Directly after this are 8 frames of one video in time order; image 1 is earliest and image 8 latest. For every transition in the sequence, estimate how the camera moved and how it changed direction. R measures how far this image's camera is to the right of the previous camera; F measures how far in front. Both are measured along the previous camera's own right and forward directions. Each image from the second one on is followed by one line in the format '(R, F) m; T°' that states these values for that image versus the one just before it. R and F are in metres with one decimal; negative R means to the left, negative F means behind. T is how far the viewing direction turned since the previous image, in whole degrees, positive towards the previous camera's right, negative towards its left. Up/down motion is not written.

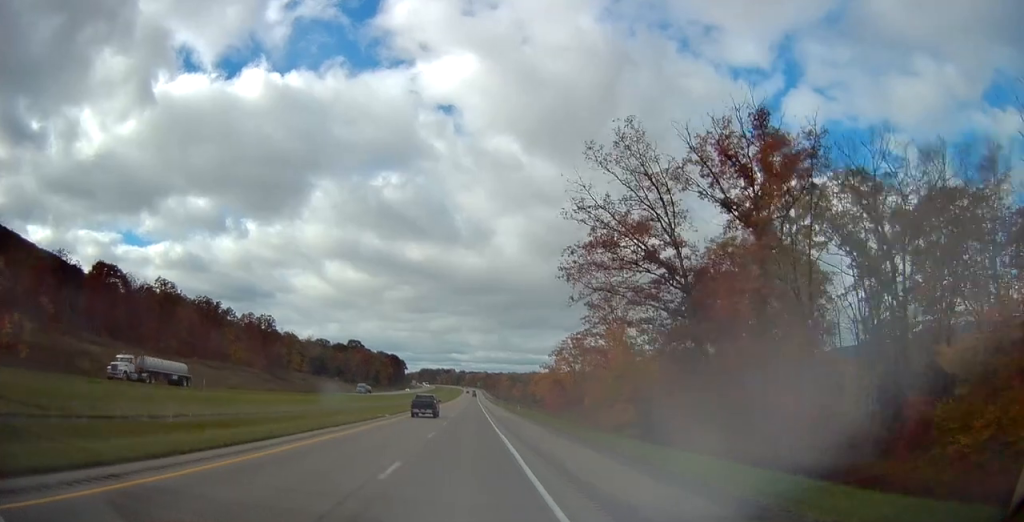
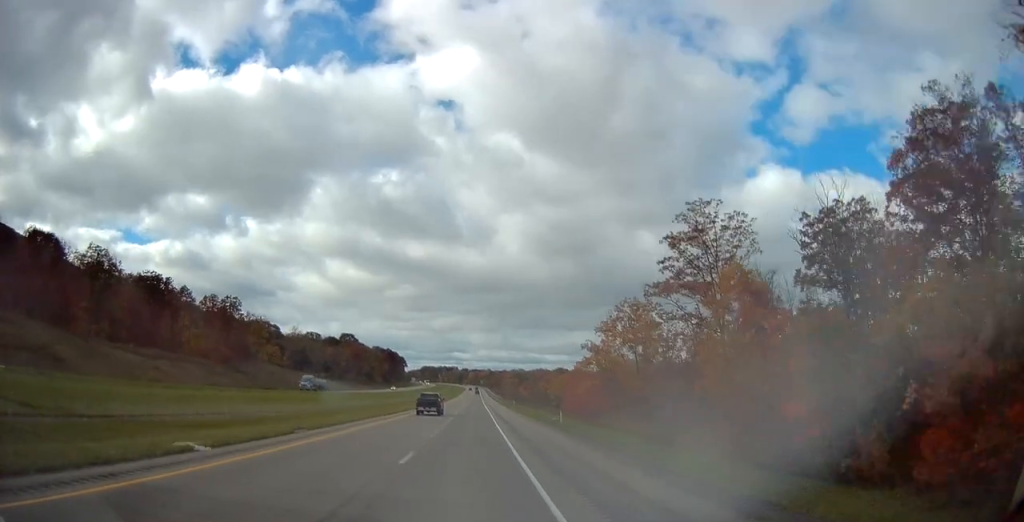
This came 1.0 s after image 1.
(+0.1, +34.0) m; 0°
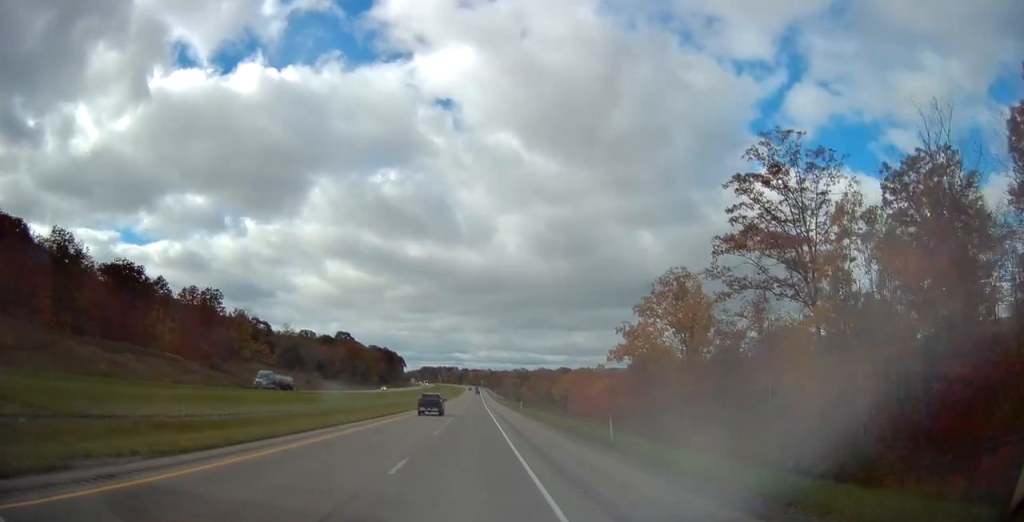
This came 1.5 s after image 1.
(+0.1, +14.3) m; 0°
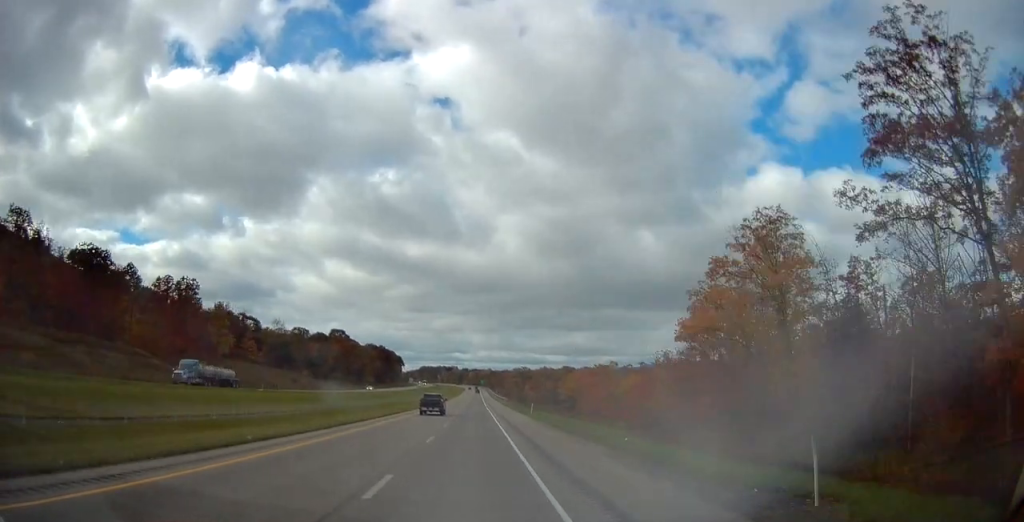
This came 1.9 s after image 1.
(-0.1, +15.2) m; 0°
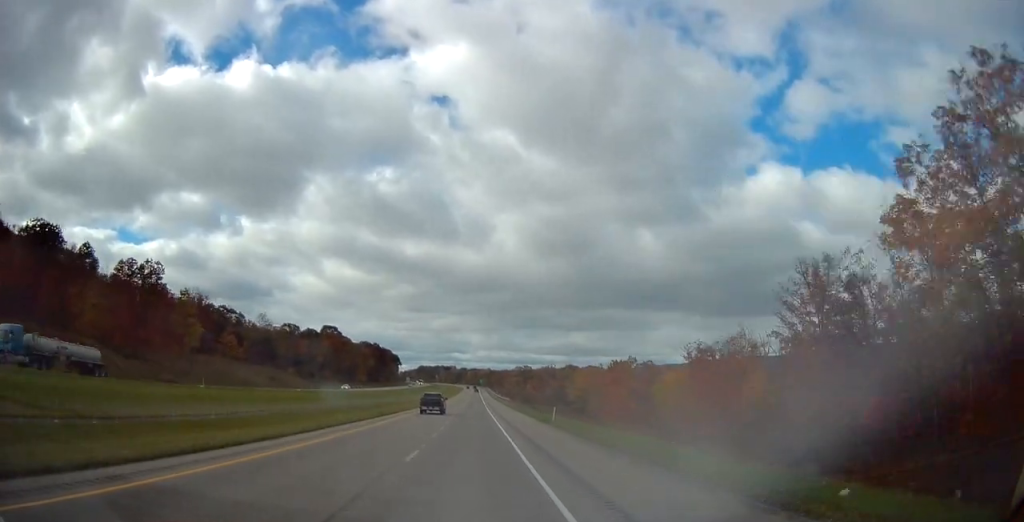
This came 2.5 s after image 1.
(-0.1, +18.4) m; 0°
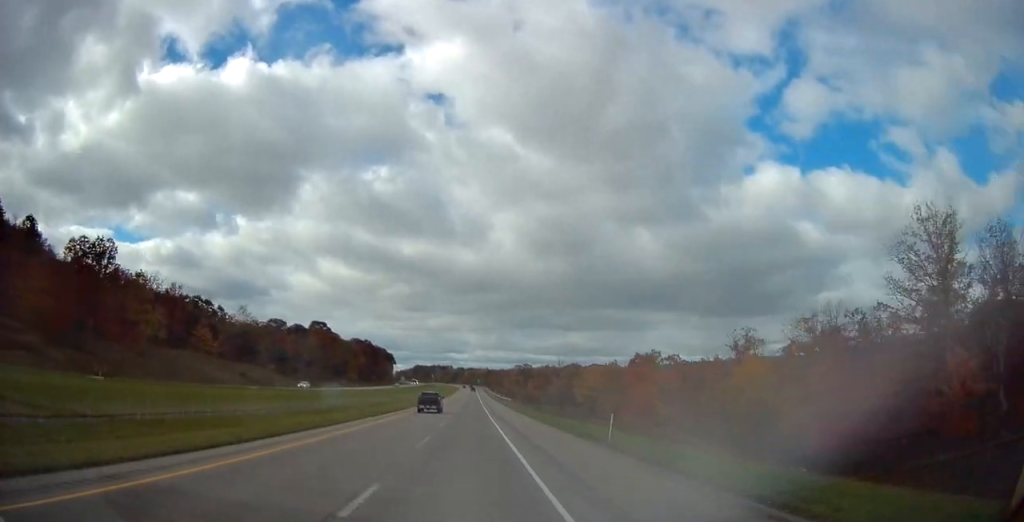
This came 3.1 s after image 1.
(0.0, +19.4) m; 0°
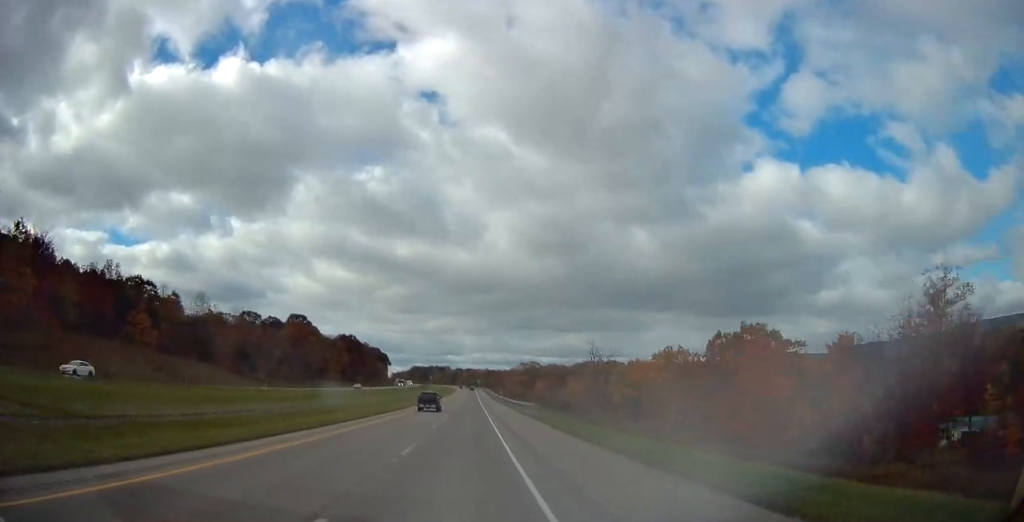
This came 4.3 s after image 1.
(+0.2, +39.9) m; 0°
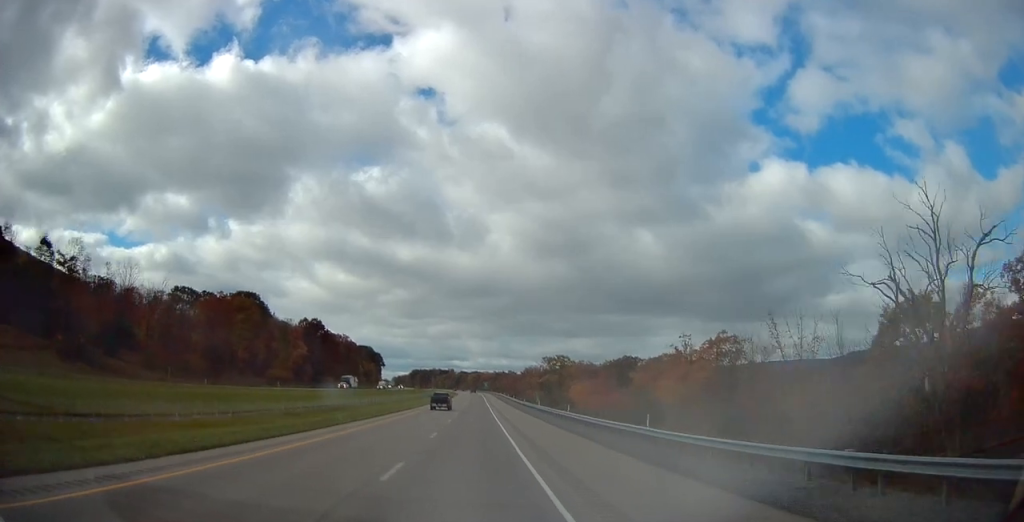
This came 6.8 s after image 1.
(-0.4, +77.8) m; 0°
